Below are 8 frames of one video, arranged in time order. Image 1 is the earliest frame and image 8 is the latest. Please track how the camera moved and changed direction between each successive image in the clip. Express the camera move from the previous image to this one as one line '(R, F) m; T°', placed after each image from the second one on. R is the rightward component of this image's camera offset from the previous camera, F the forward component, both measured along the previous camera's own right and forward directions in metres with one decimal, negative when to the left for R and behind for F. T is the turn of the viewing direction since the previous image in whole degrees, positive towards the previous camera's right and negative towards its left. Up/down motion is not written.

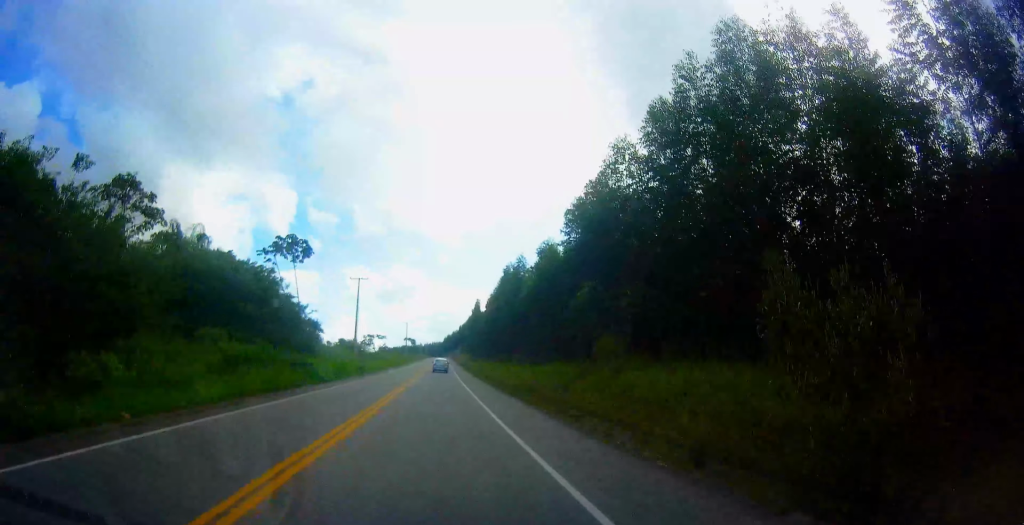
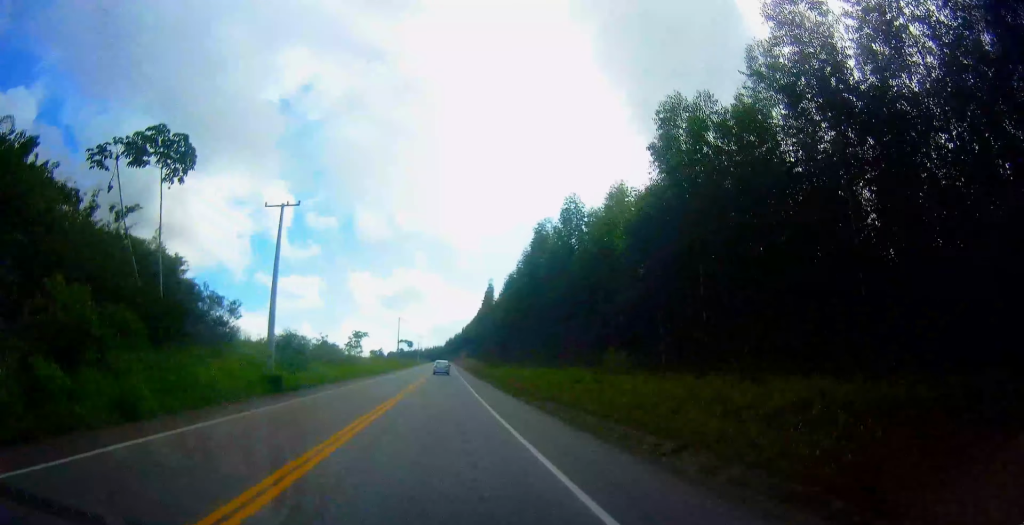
(-1.1, +28.9) m; -3°
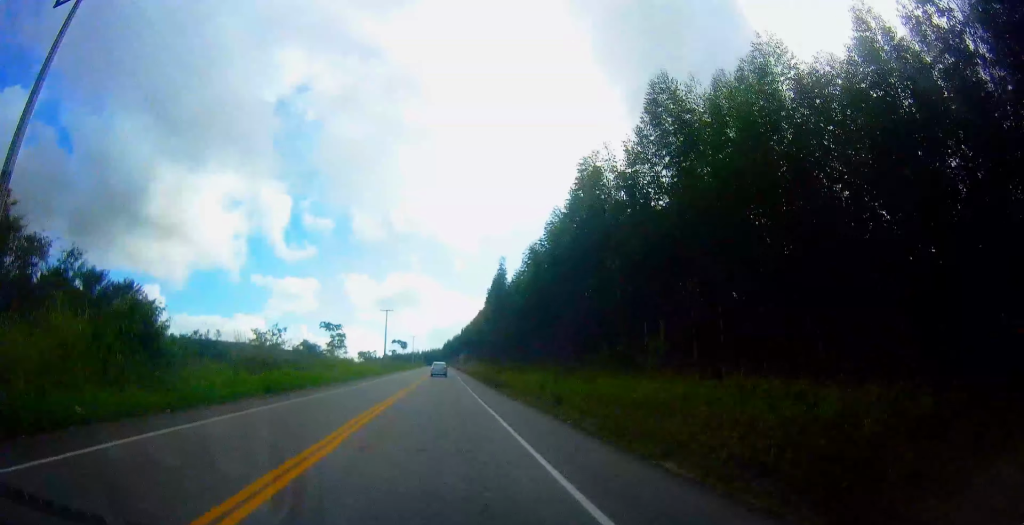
(-0.2, +20.2) m; -1°
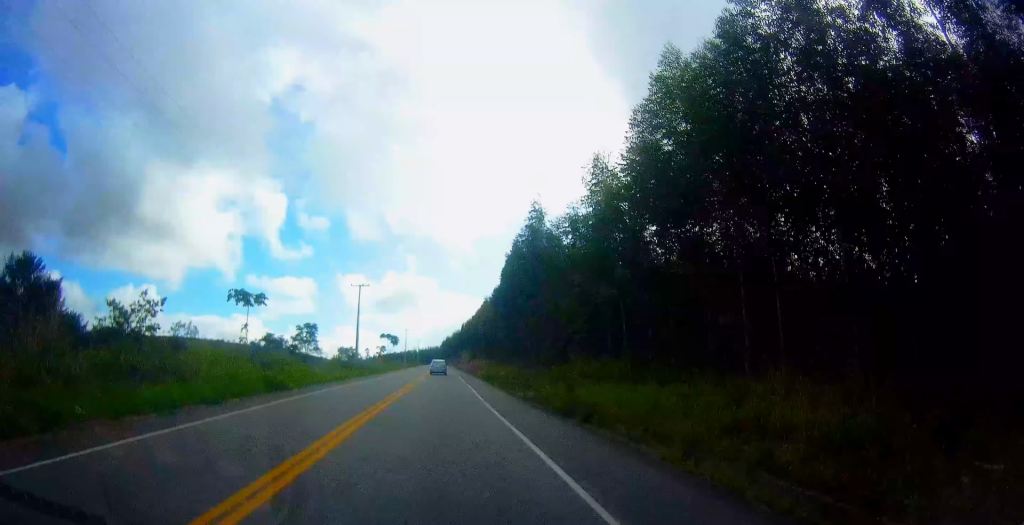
(-0.3, +27.2) m; -1°
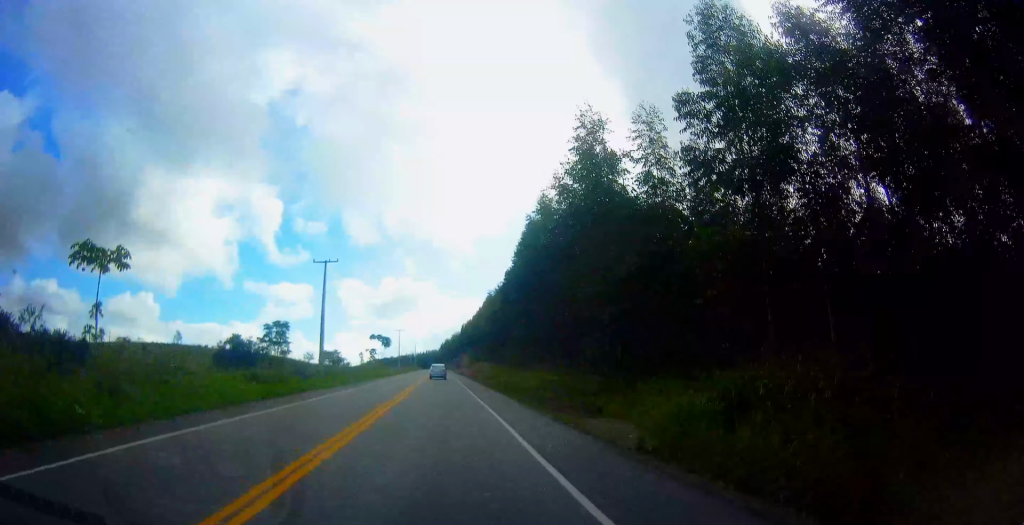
(-0.1, +17.2) m; 0°
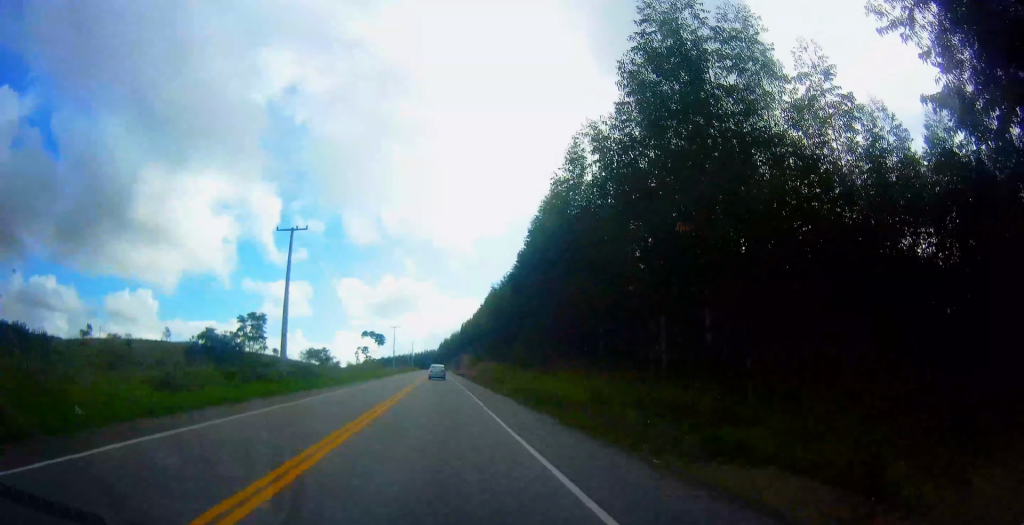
(0.0, +10.3) m; 0°
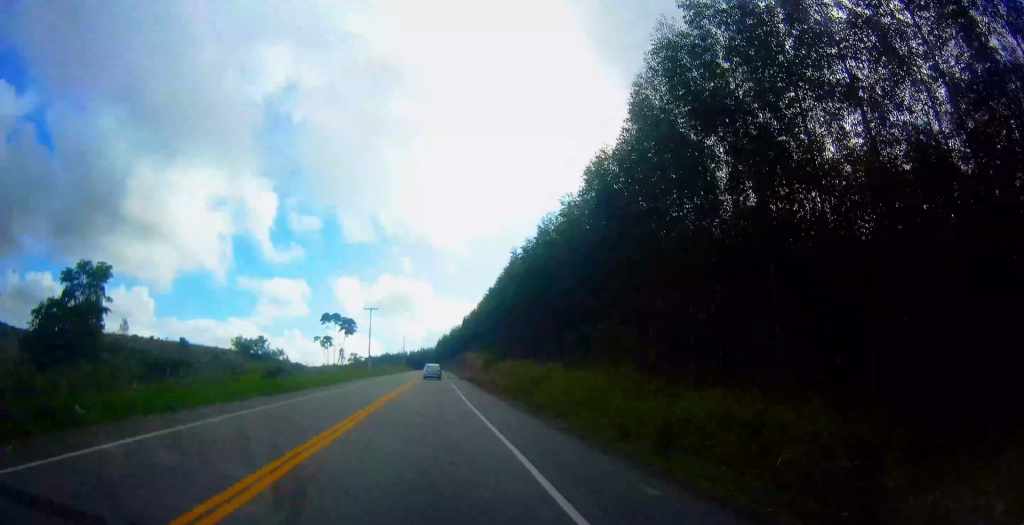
(+0.4, +35.4) m; +1°
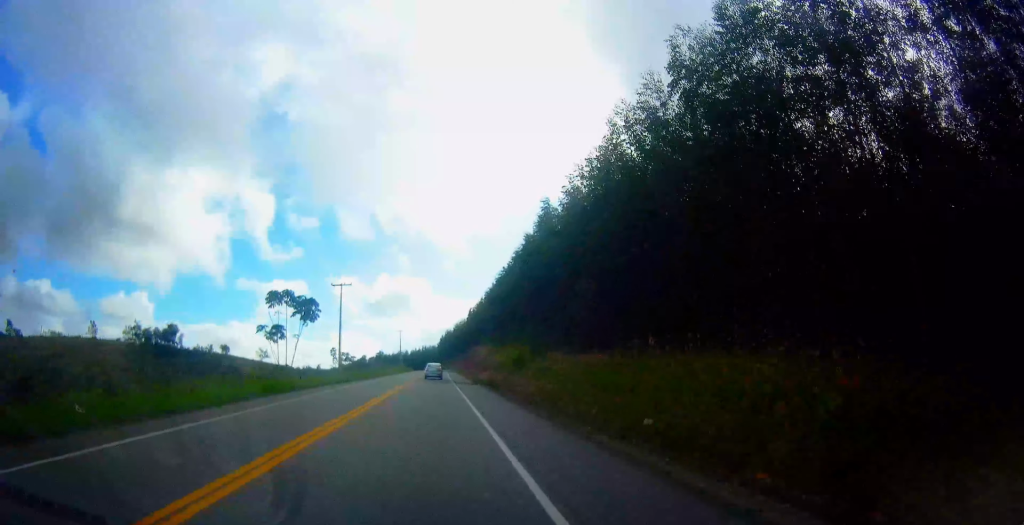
(-0.1, +24.0) m; 0°
